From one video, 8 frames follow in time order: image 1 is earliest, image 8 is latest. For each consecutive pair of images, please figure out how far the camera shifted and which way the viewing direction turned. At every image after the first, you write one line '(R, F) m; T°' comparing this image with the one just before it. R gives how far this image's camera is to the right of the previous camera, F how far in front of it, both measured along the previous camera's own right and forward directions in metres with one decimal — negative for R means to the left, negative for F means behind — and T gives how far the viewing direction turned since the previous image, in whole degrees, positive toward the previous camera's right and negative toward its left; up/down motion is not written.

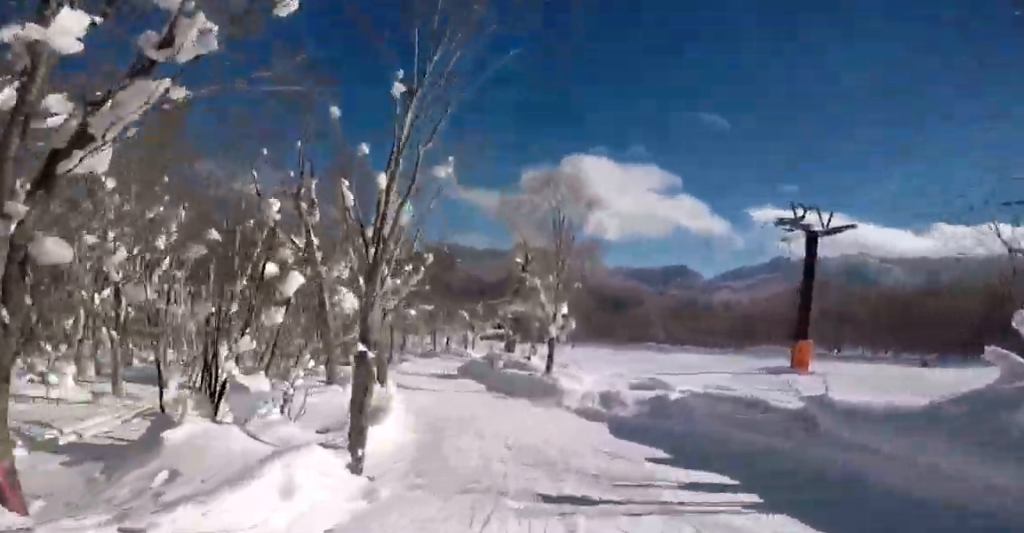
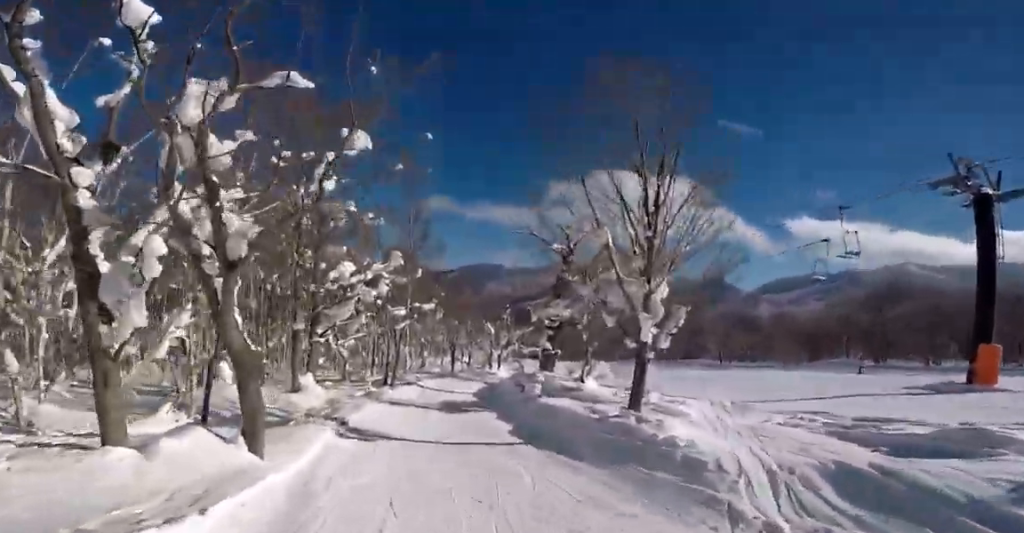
(+2.7, +14.2) m; +12°
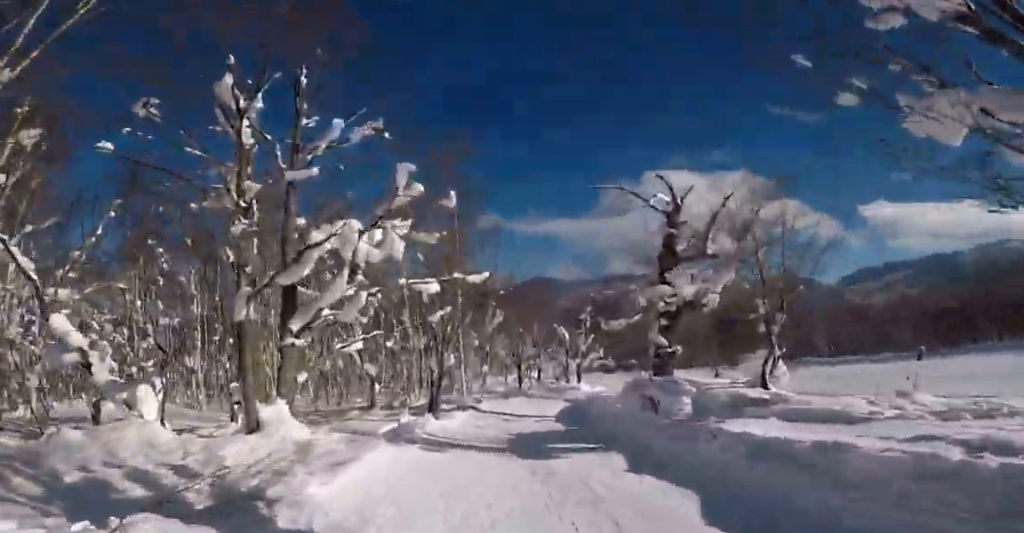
(+0.2, +11.4) m; -4°
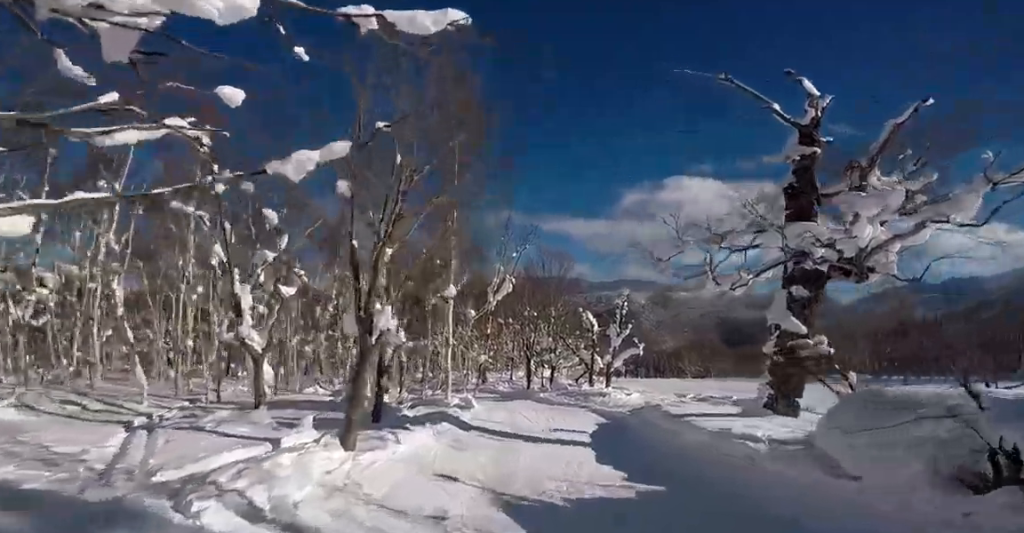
(-0.6, +10.1) m; -13°
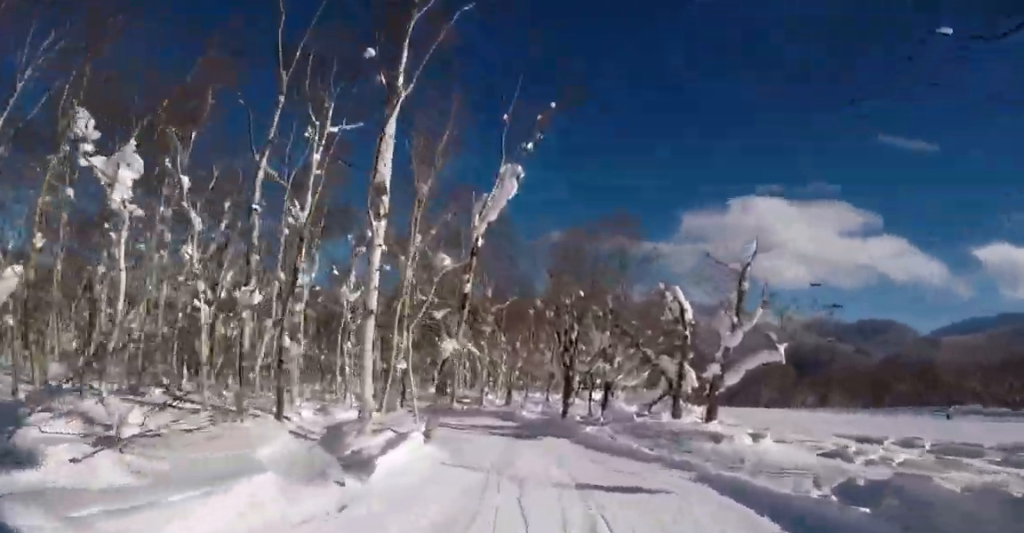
(-2.6, +13.5) m; -14°
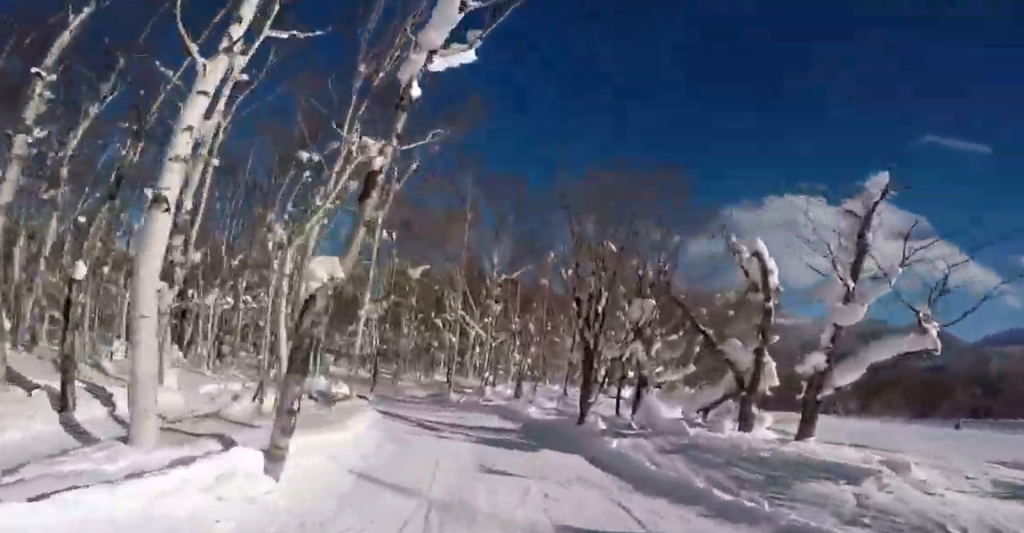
(-0.1, +6.0) m; -3°
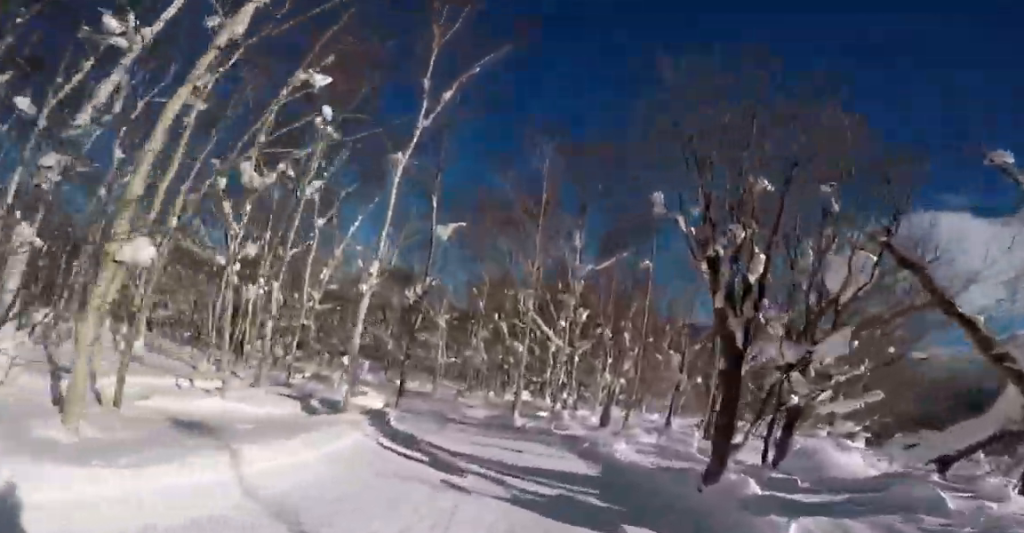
(-0.1, +5.7) m; -6°
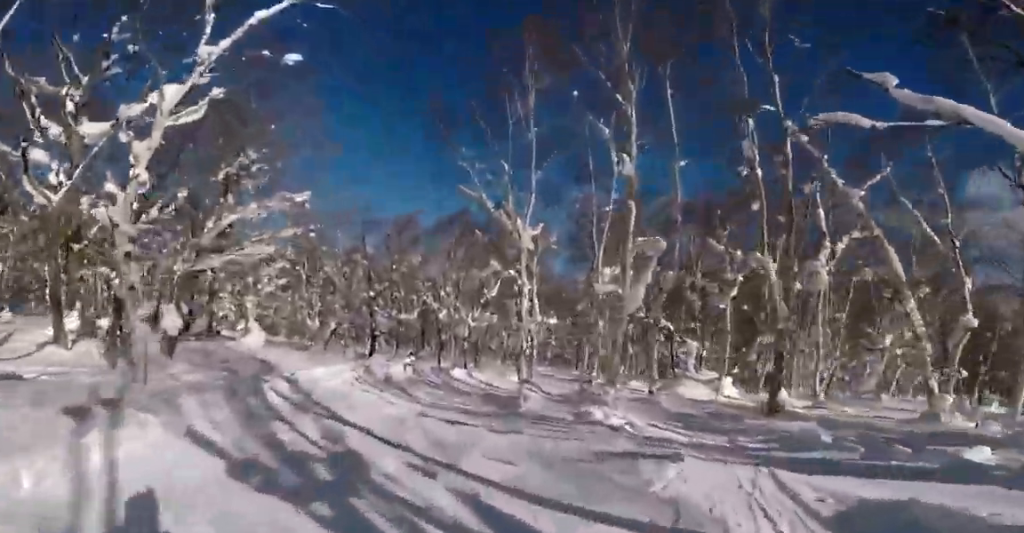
(-0.1, +19.7) m; +15°
